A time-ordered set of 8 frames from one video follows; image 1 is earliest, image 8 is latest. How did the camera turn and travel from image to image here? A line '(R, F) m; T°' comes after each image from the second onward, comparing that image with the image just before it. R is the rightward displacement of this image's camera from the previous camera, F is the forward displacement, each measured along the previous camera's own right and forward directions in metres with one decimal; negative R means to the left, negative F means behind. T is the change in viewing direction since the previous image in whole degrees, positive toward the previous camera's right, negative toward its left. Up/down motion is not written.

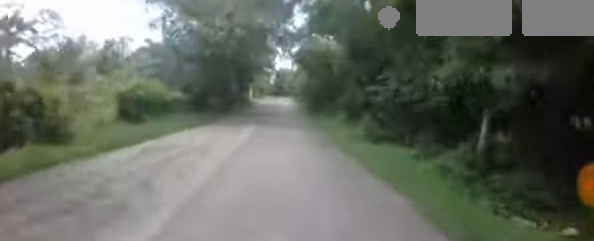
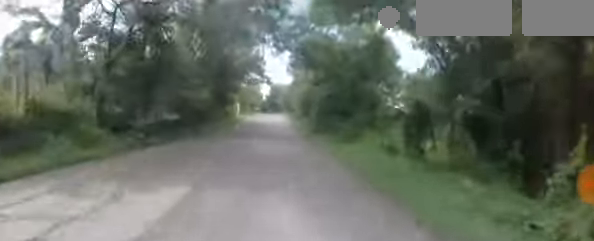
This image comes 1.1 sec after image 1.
(+0.2, +11.1) m; +1°
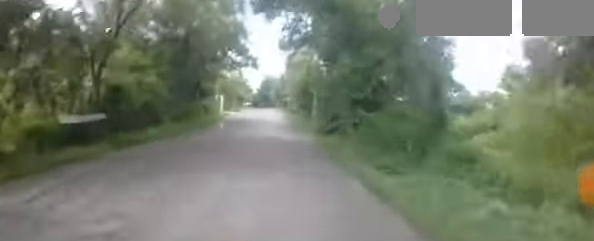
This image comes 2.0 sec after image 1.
(0.0, +8.5) m; -2°
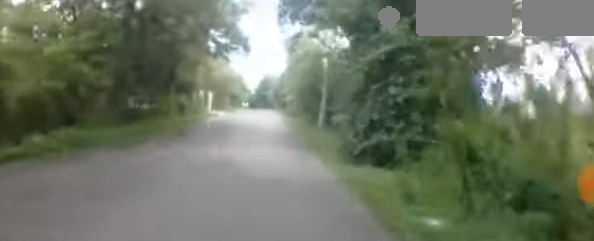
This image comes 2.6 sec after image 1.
(-0.2, +6.7) m; -2°
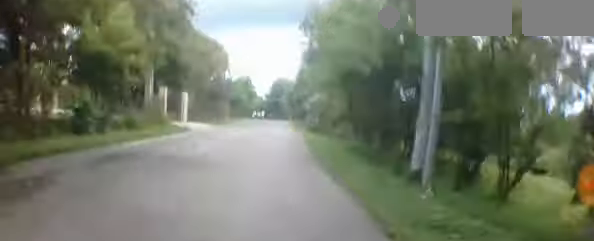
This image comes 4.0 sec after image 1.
(-0.4, +14.6) m; -2°
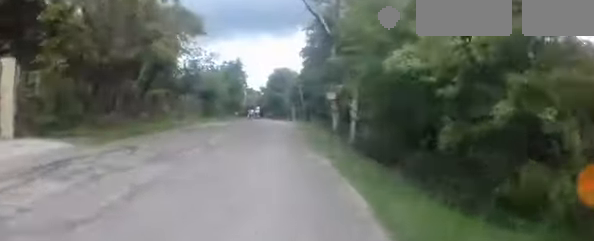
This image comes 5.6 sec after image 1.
(+0.4, +16.5) m; +3°
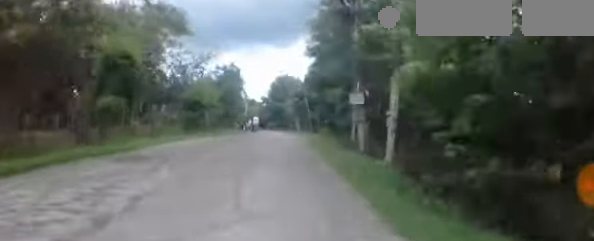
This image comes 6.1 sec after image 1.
(+0.2, +5.0) m; 0°
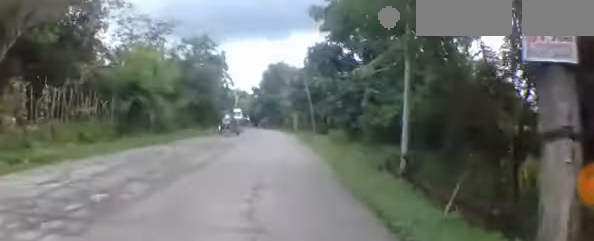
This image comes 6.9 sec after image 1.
(-0.3, +8.5) m; 0°
